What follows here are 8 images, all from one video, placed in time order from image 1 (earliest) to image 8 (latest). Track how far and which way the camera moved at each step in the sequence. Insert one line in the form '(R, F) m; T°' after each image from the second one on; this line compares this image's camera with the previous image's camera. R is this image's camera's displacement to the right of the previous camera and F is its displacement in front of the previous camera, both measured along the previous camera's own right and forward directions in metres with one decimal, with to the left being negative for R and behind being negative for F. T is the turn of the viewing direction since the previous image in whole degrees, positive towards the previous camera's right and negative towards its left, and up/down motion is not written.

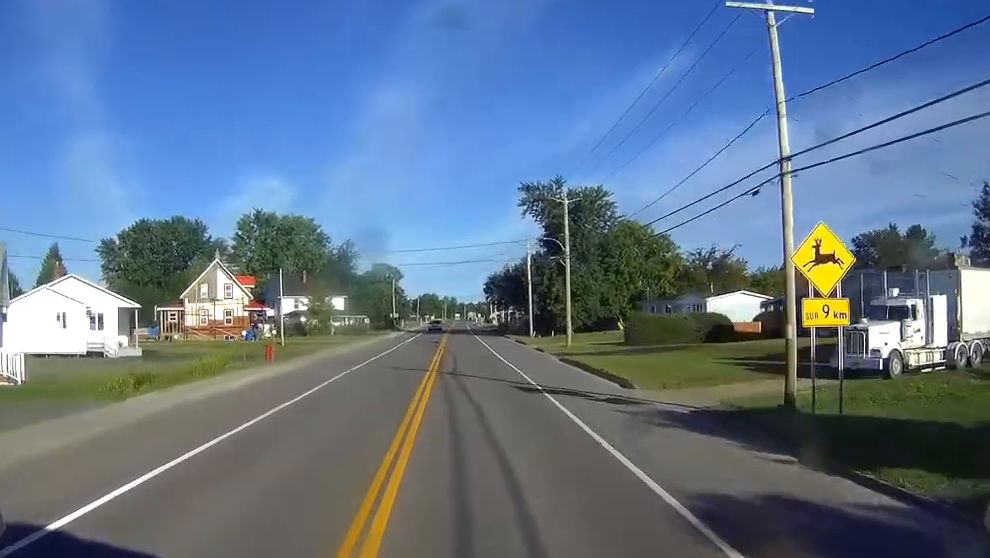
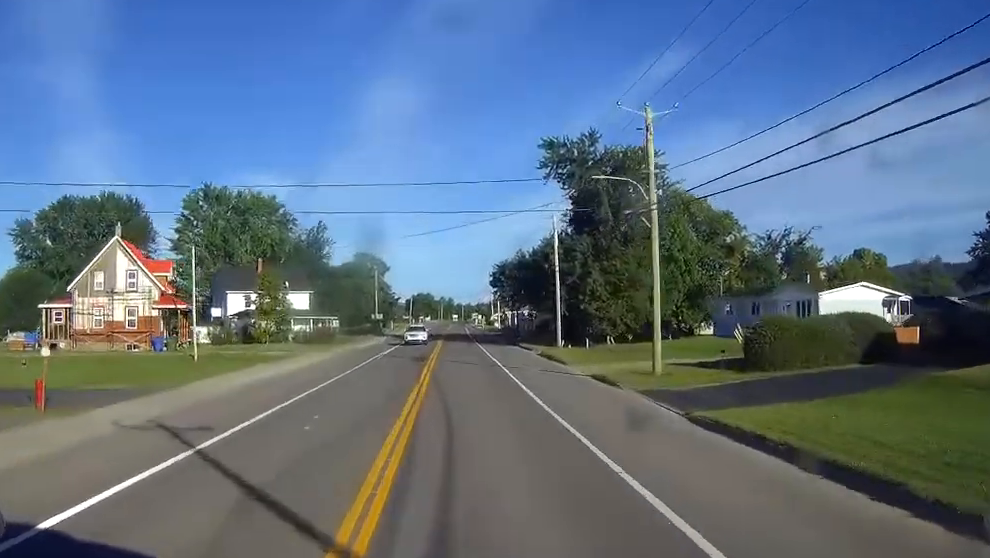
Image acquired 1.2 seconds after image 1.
(0.0, +27.2) m; 0°
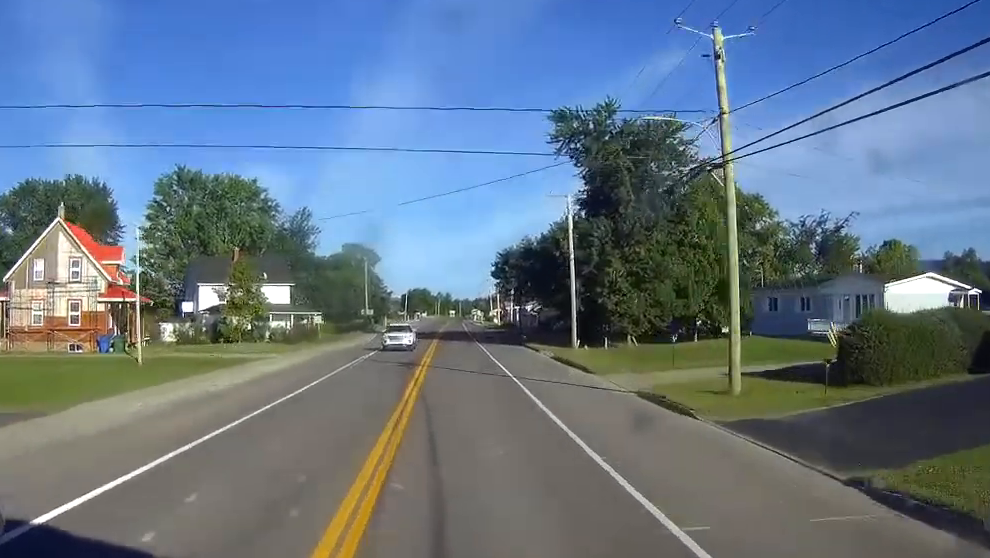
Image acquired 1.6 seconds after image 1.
(0.0, +9.8) m; 0°
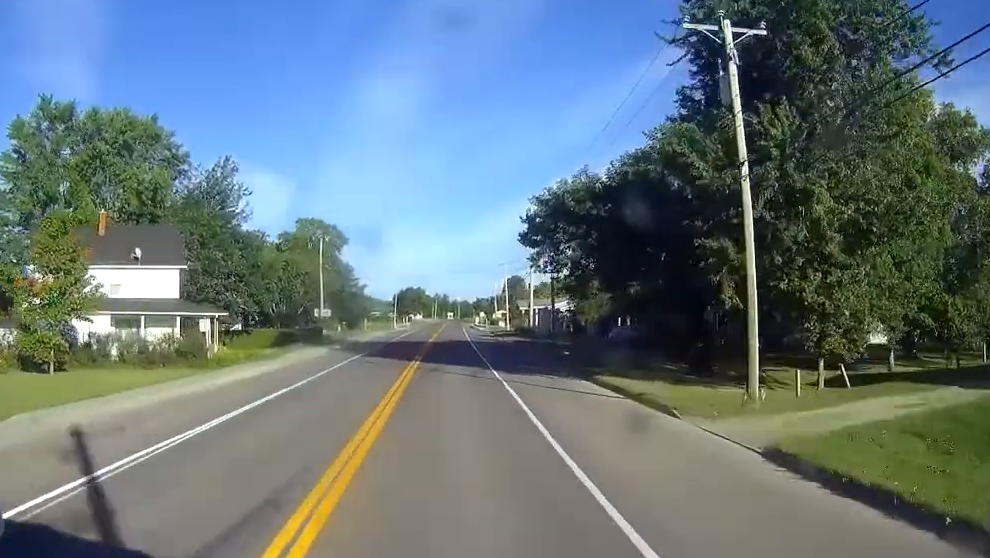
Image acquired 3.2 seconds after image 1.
(0.0, +34.6) m; 0°
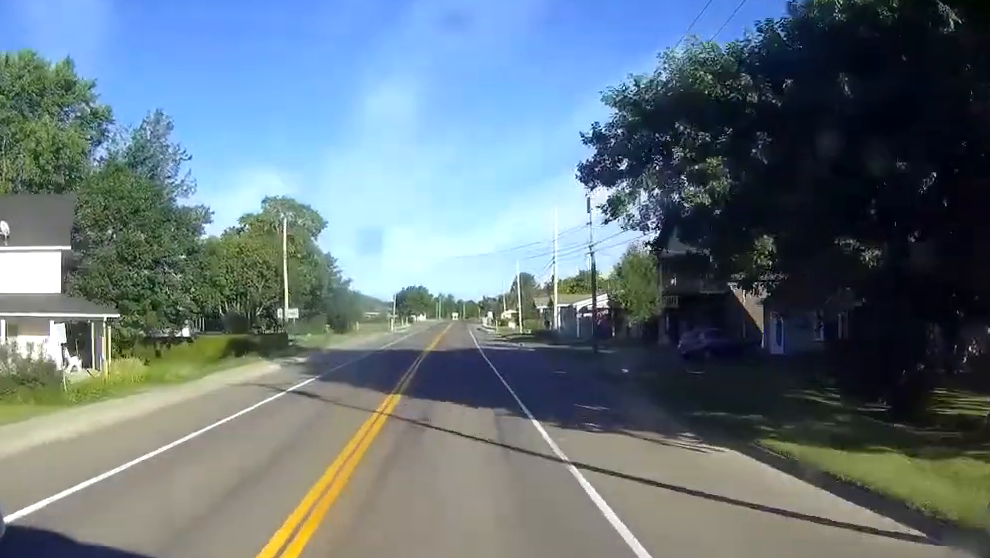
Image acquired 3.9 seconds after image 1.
(0.0, +17.3) m; 0°
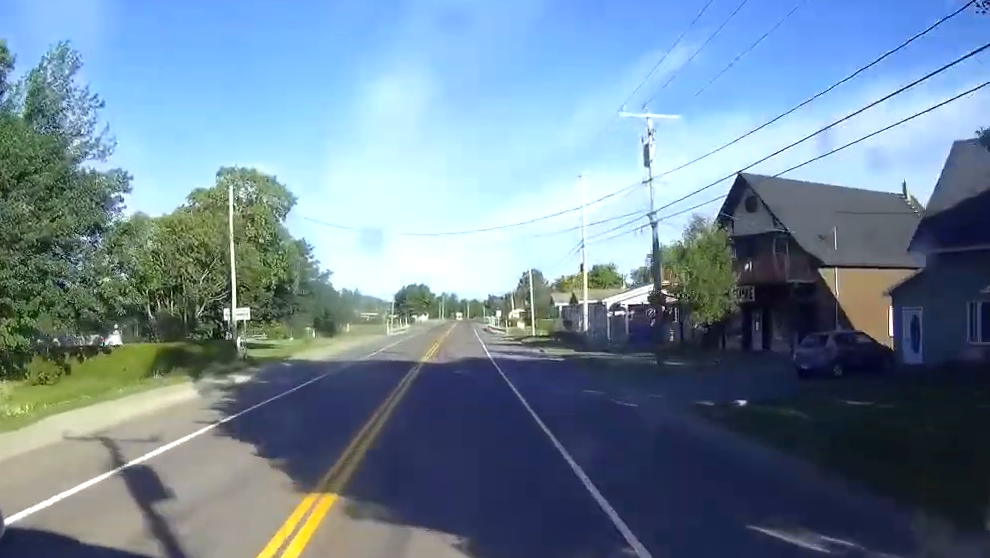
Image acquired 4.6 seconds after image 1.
(0.0, +14.3) m; 0°
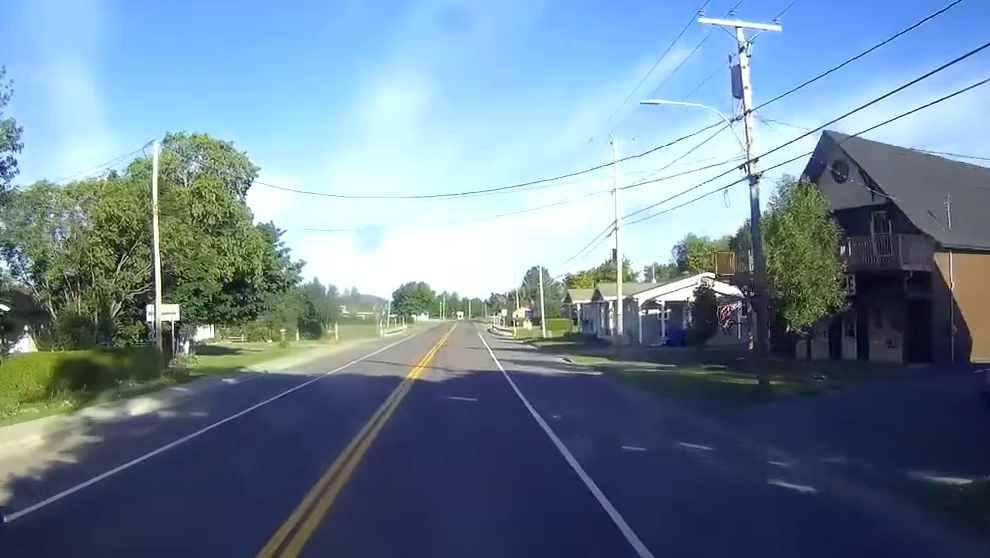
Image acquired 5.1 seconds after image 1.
(0.0, +11.3) m; 0°
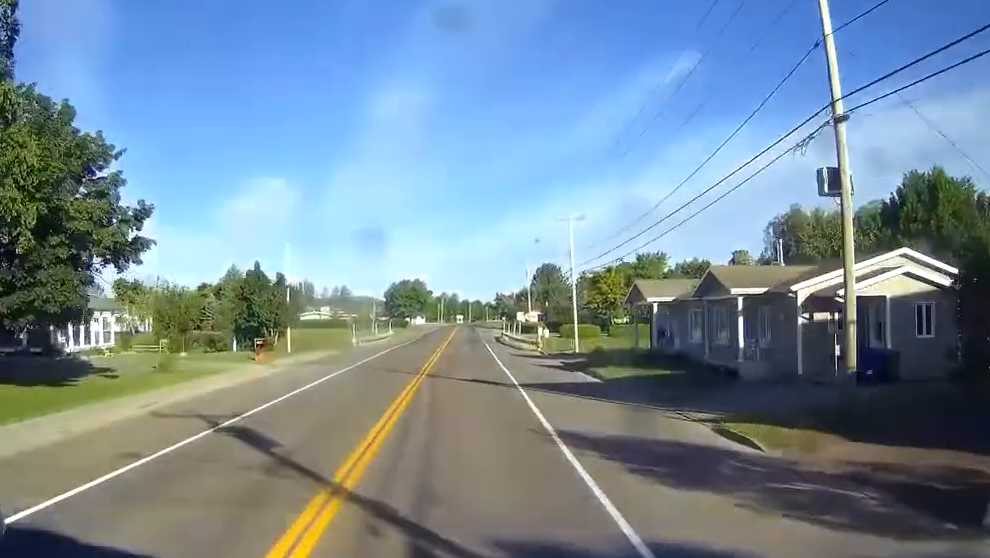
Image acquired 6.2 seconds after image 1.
(-0.1, +26.4) m; 0°
